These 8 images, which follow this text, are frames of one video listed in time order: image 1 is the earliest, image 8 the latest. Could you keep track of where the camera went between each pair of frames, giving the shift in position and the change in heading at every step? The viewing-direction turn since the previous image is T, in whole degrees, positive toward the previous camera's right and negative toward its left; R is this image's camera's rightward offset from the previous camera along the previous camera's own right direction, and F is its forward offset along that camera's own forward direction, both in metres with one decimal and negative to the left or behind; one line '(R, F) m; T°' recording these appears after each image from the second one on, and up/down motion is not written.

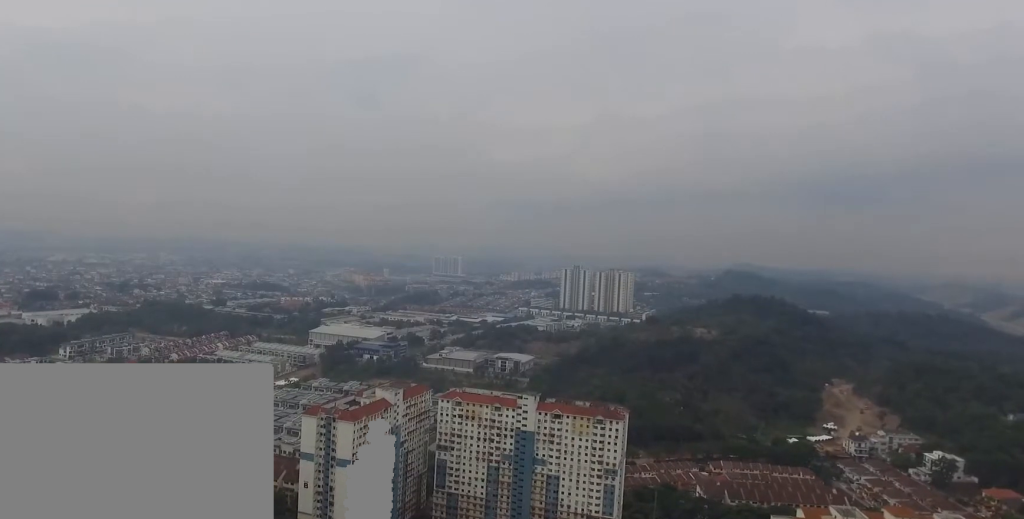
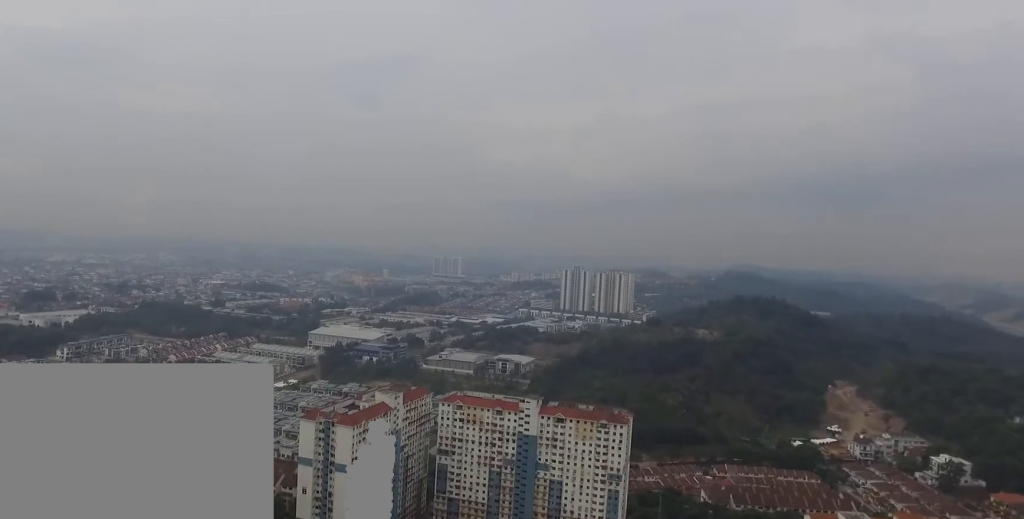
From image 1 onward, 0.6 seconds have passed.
(0.0, +5.7) m; 0°
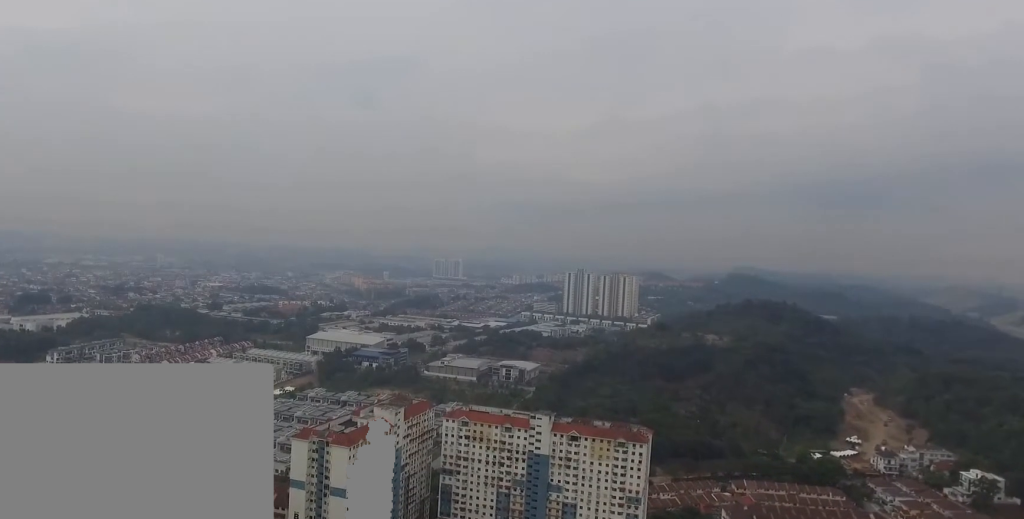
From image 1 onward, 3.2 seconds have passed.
(+0.3, +24.5) m; +1°
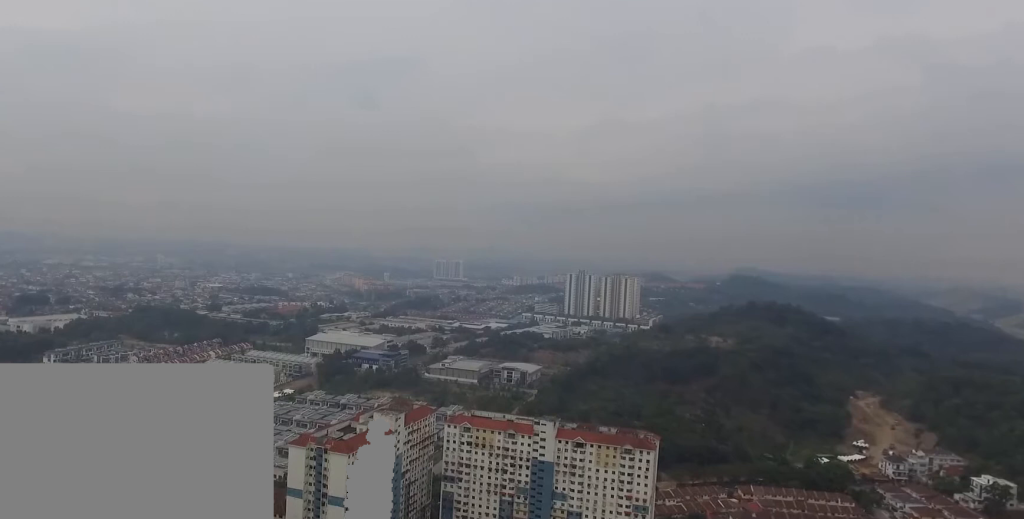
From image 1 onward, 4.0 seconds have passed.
(0.0, +8.1) m; 0°
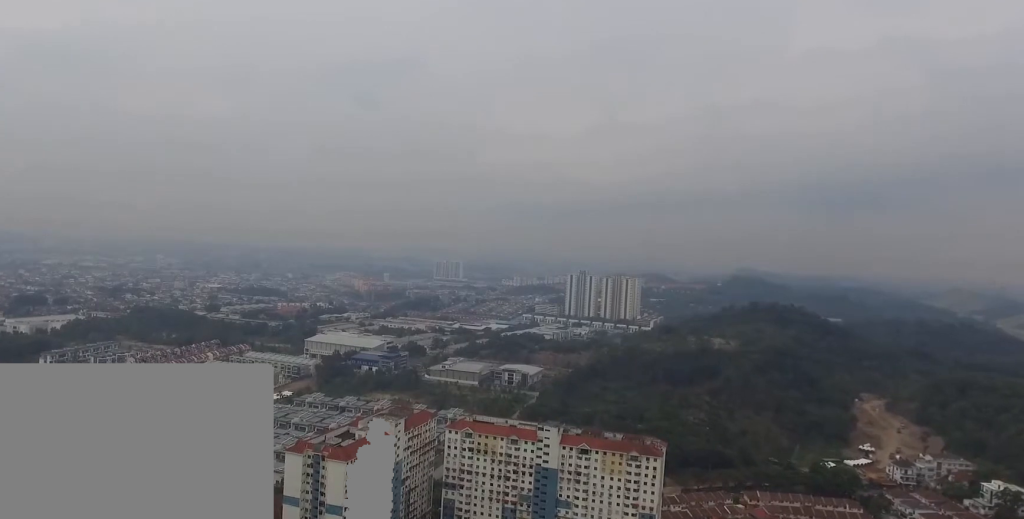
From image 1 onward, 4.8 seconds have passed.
(0.0, +7.7) m; 0°
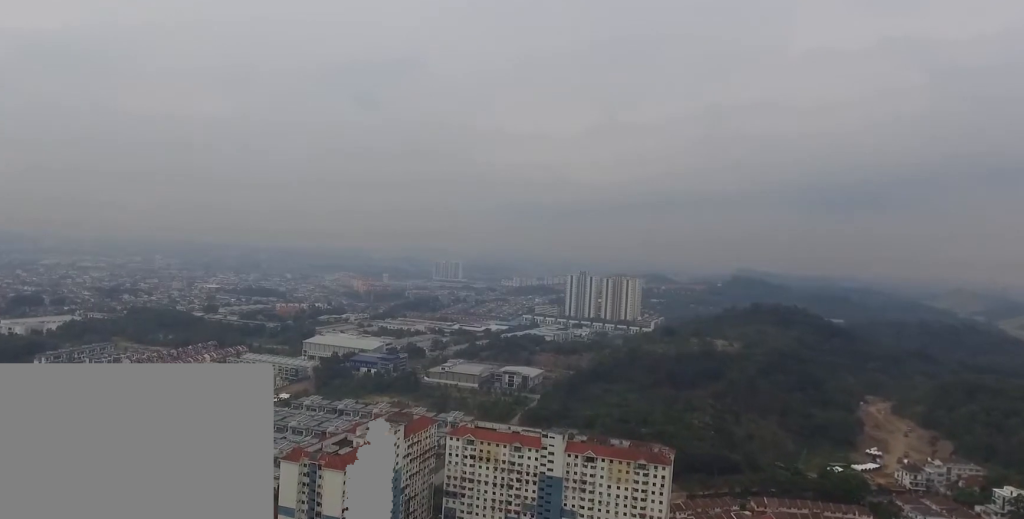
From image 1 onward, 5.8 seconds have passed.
(0.0, +9.3) m; 0°
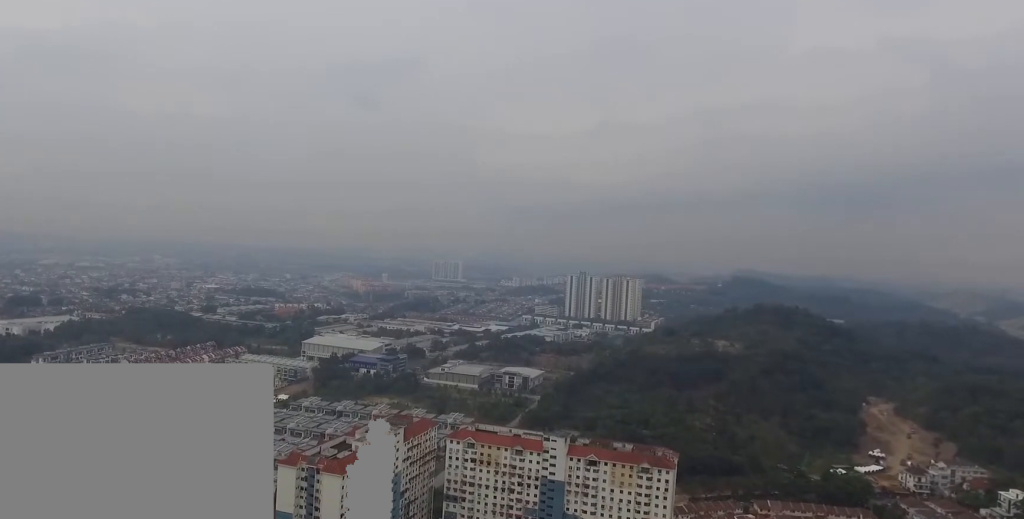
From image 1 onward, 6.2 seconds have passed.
(0.0, +4.3) m; 0°
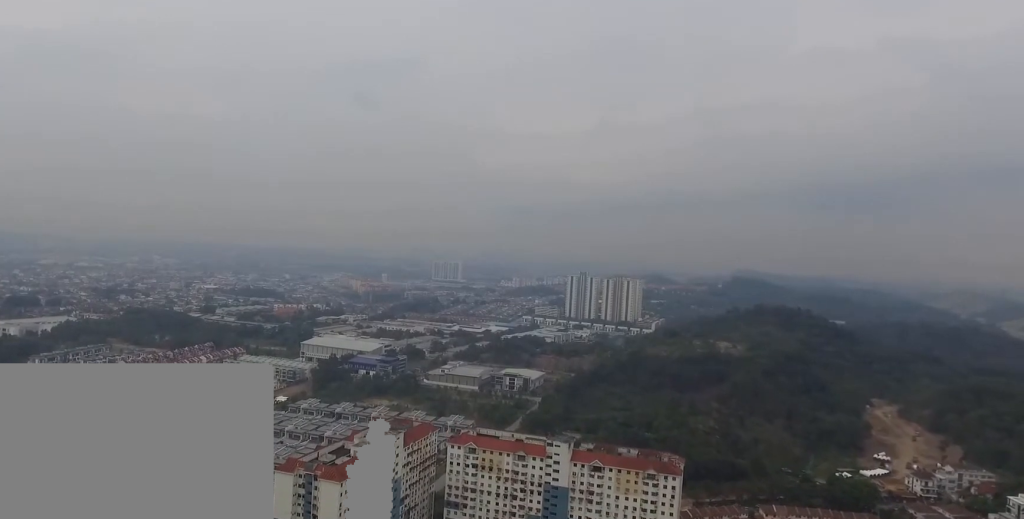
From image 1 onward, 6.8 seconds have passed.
(0.0, +6.2) m; 0°
